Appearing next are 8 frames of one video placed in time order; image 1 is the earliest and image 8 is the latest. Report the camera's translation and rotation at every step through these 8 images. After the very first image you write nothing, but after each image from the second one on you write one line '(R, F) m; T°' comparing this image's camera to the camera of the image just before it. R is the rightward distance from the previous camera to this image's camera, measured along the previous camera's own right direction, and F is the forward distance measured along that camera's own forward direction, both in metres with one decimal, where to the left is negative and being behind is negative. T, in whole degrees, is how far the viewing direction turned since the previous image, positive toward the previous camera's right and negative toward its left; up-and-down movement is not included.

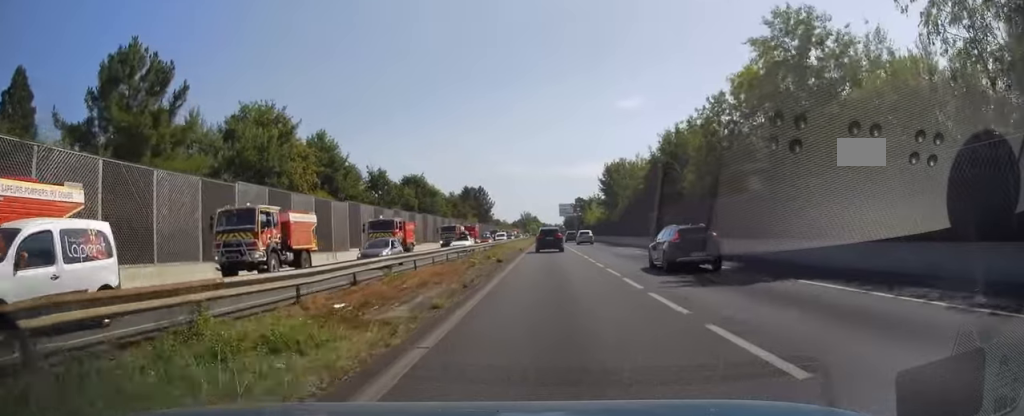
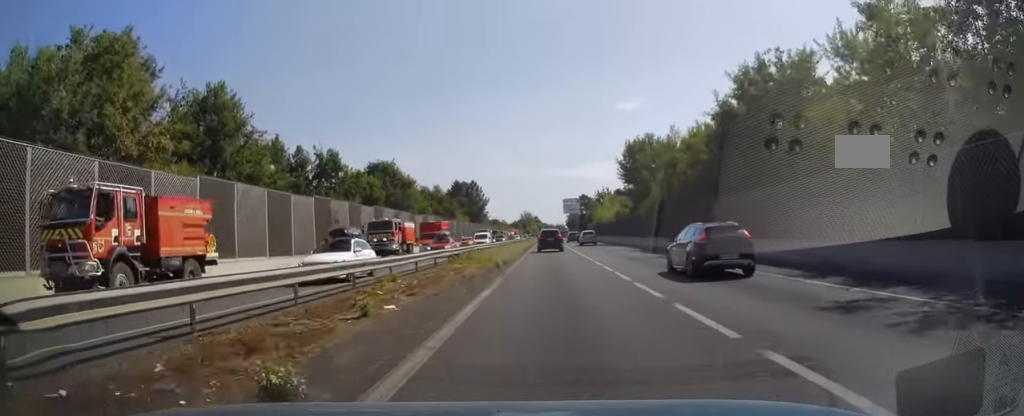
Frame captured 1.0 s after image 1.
(+0.2, +24.3) m; 0°
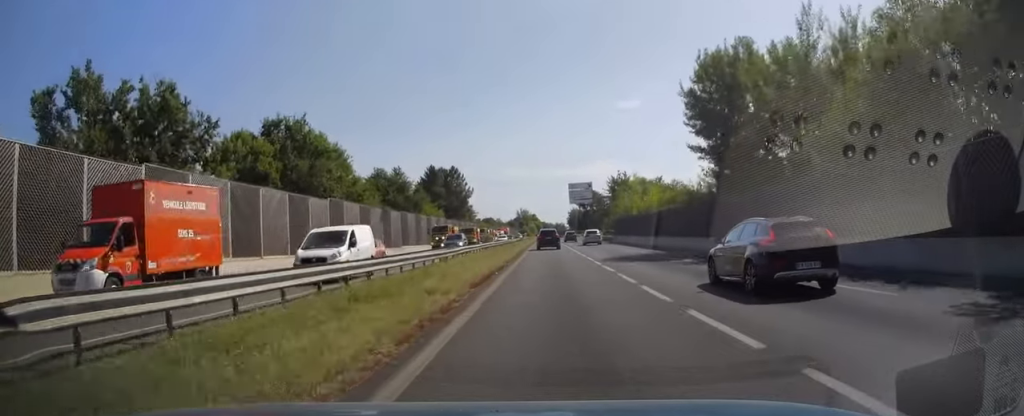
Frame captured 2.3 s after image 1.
(+0.2, +36.0) m; +1°
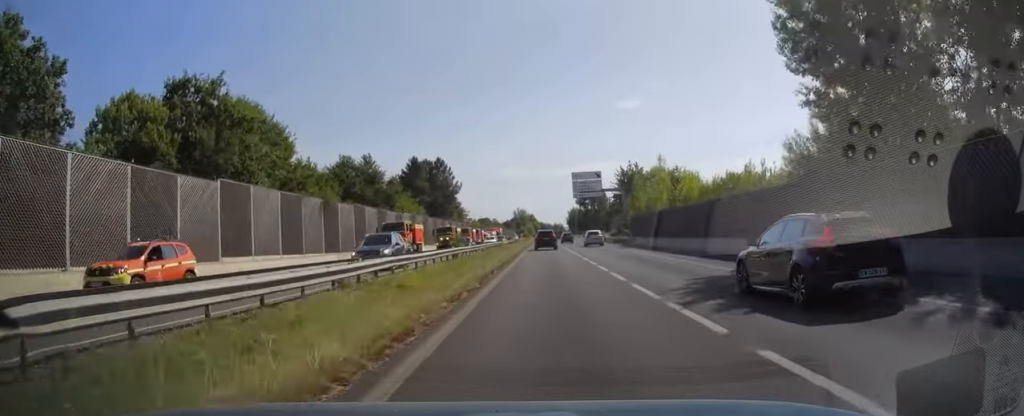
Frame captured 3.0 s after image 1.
(0.0, +16.5) m; 0°
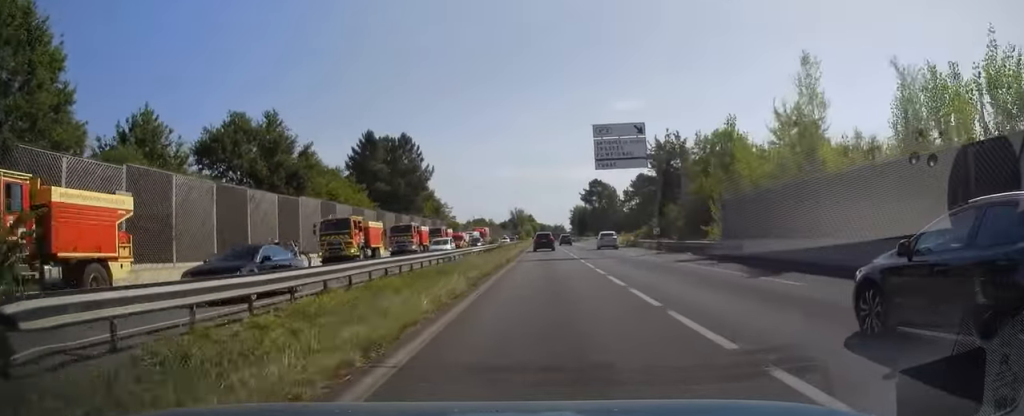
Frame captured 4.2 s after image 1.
(-0.2, +31.7) m; -1°
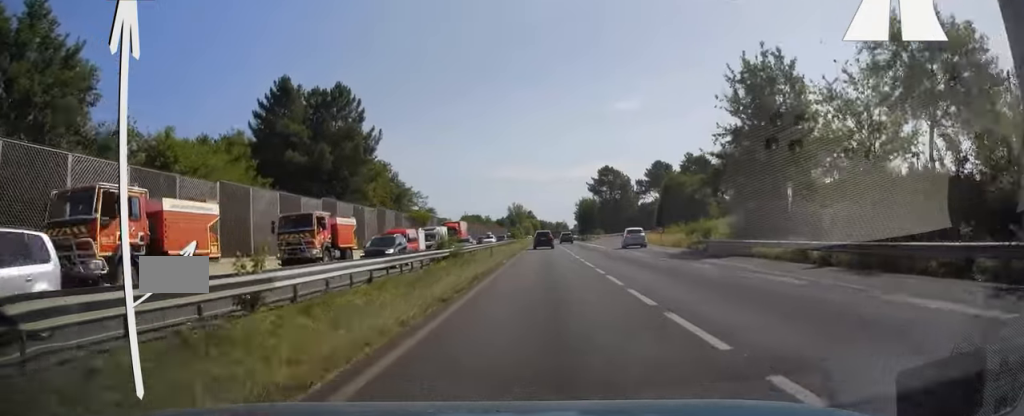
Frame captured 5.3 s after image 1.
(-0.2, +31.3) m; 0°
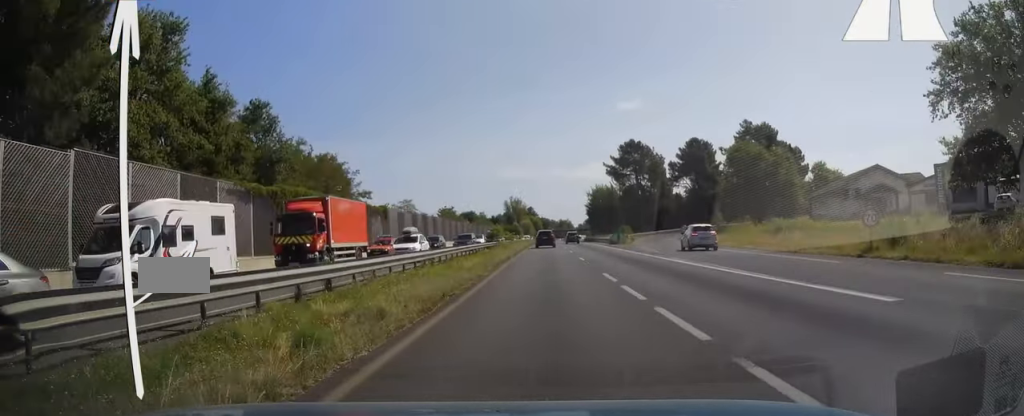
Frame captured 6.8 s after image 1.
(+0.5, +43.4) m; 0°
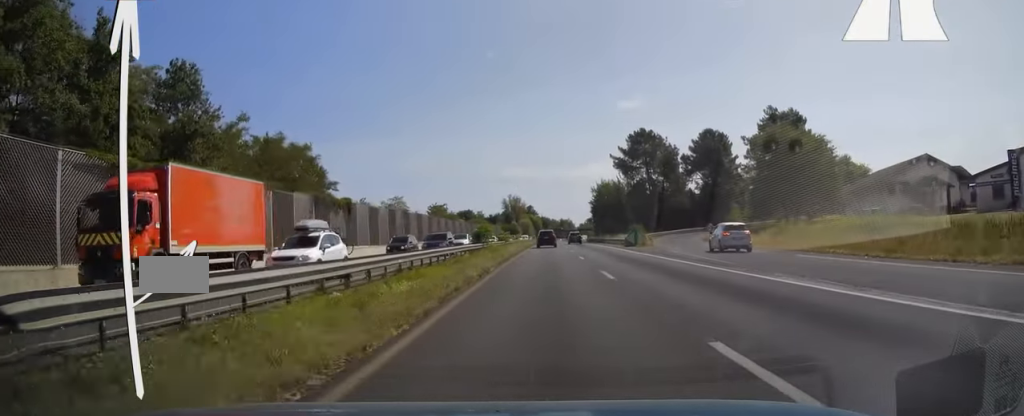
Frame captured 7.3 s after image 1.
(-0.1, +12.5) m; -1°
